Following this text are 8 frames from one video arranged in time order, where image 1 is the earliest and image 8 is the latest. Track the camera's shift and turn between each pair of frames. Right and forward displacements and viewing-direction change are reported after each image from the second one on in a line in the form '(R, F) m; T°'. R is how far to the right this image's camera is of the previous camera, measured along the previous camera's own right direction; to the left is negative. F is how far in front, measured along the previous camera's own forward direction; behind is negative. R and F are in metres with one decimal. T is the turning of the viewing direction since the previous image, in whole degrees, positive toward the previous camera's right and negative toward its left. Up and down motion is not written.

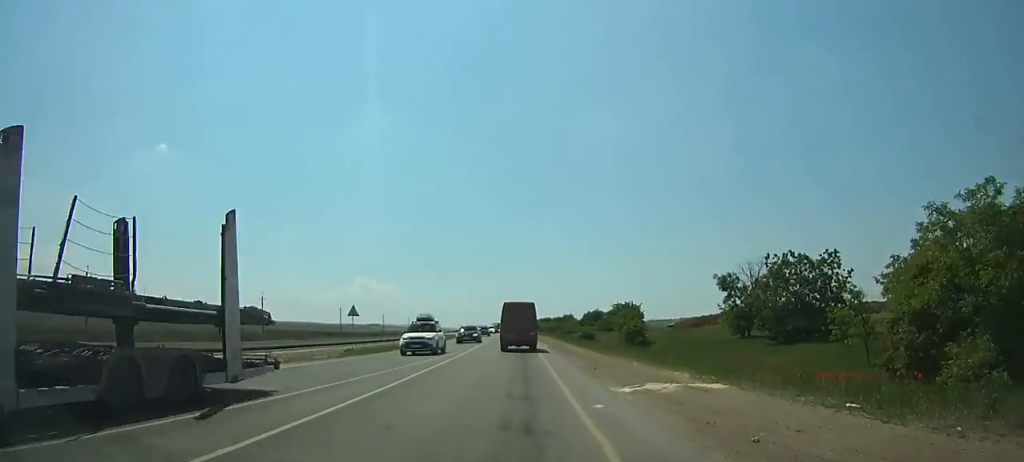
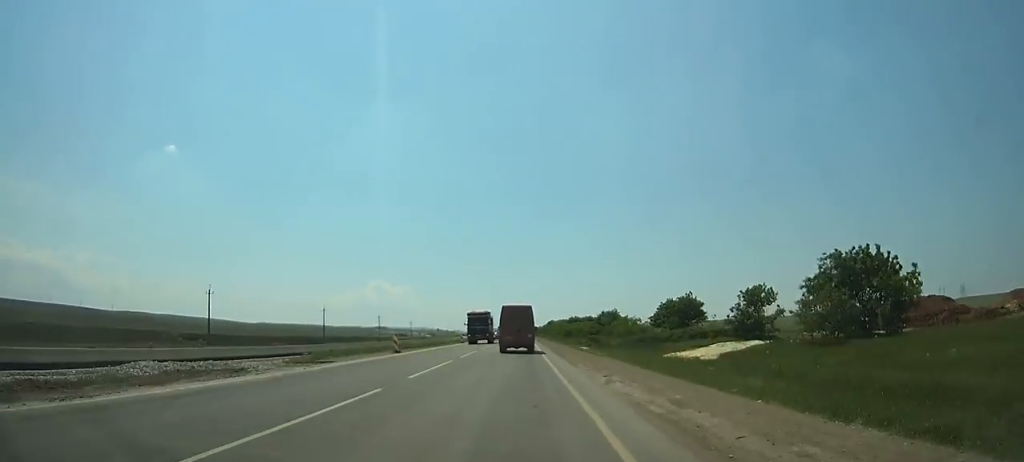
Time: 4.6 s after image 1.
(-2.2, +84.2) m; -2°
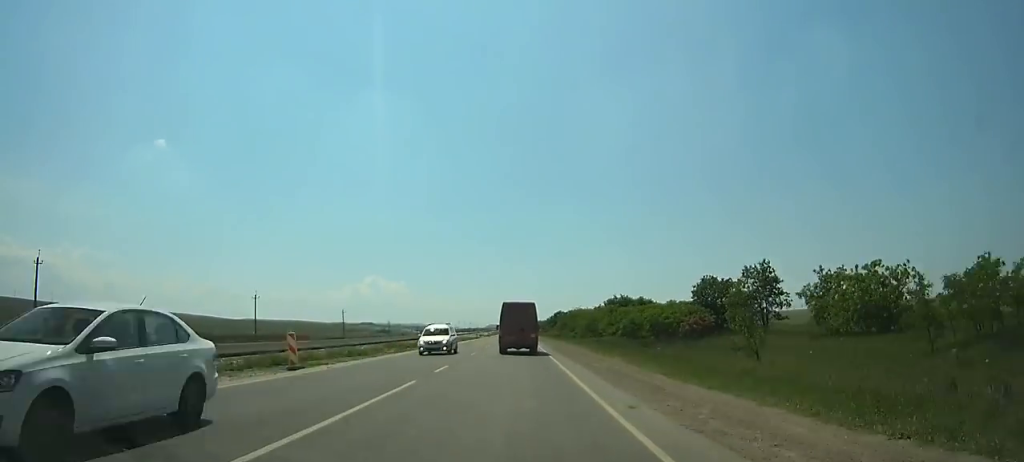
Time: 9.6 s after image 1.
(-0.2, +93.6) m; 0°
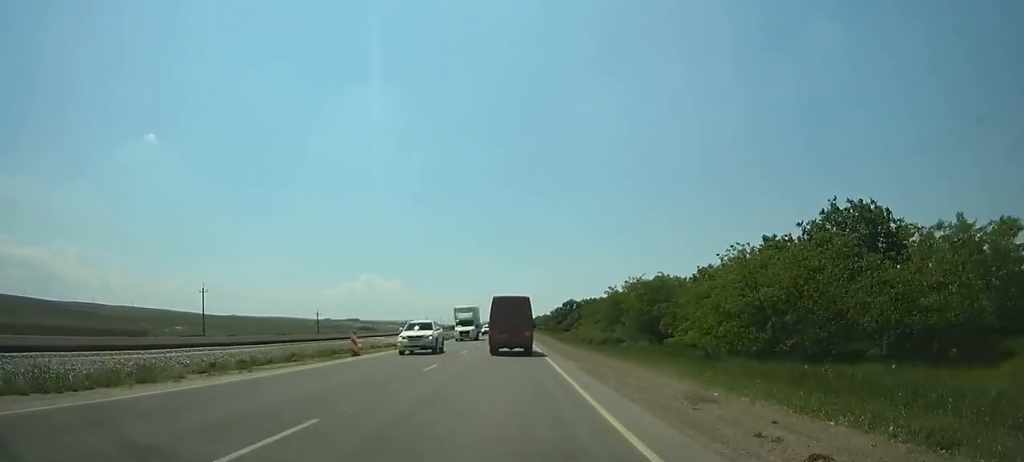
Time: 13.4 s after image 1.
(+0.3, +72.0) m; 0°
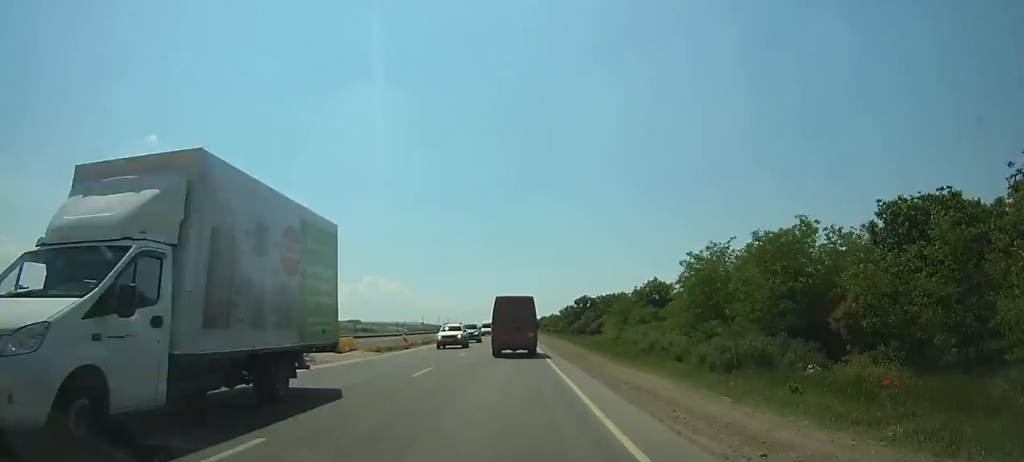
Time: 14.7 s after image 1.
(-0.1, +24.6) m; 0°
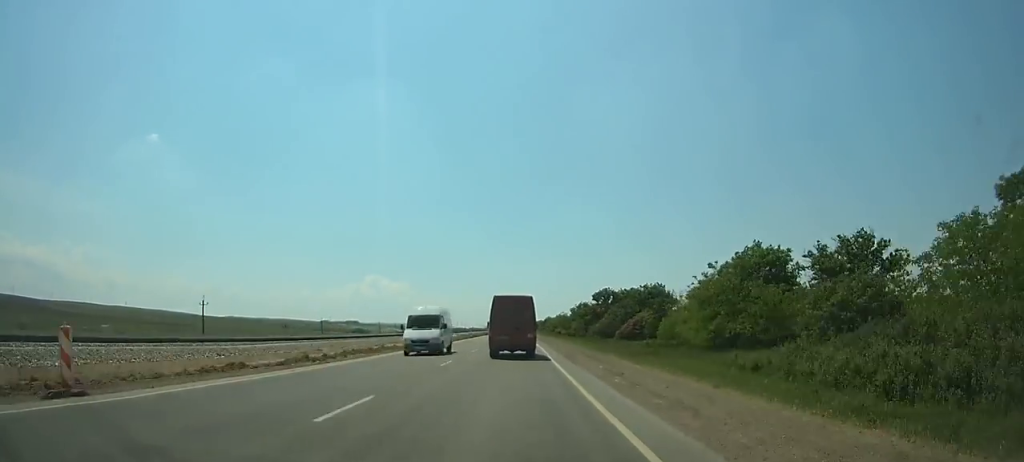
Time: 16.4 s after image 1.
(0.0, +32.1) m; 0°
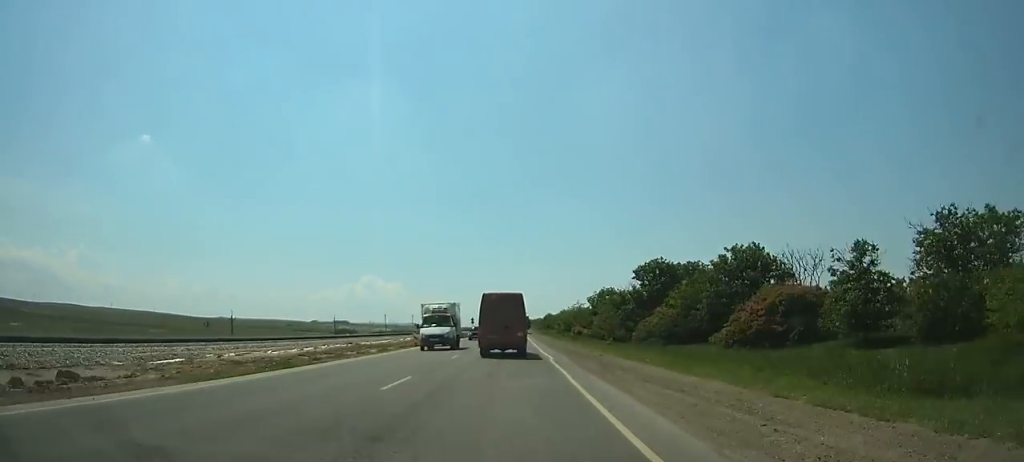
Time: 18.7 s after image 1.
(0.0, +43.5) m; 0°
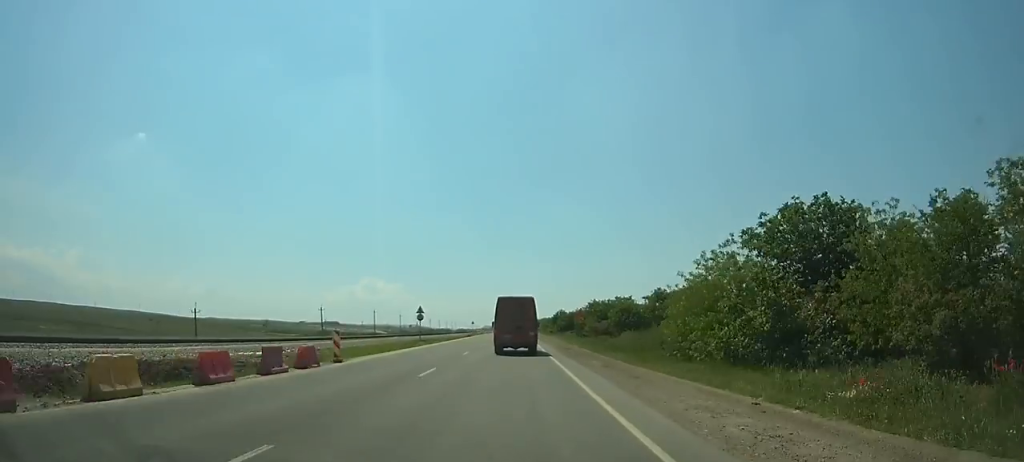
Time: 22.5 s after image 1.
(-0.2, +71.8) m; 0°
